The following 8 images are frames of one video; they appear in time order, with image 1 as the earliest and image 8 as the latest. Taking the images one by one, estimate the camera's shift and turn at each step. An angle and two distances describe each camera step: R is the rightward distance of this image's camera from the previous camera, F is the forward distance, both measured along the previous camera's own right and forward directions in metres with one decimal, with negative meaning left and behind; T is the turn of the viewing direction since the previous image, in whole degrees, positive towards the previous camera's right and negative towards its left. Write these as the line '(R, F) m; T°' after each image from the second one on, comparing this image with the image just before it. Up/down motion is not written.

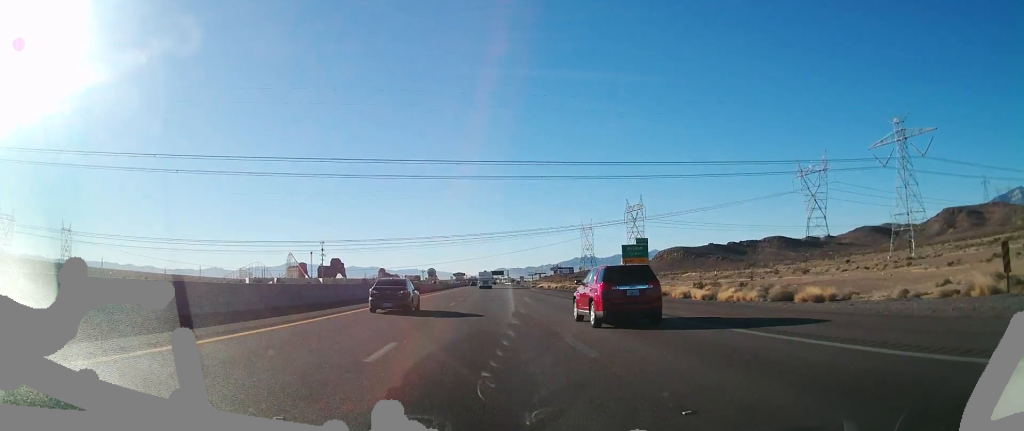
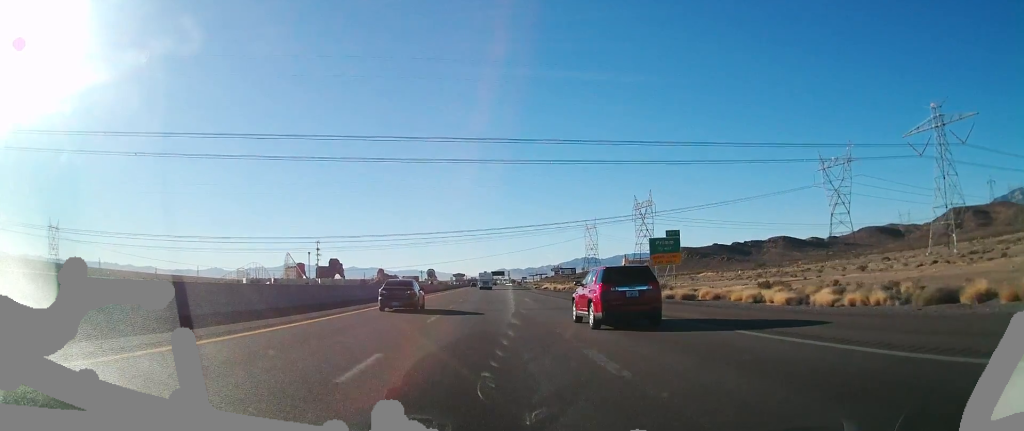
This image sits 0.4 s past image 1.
(+0.1, +14.4) m; 0°
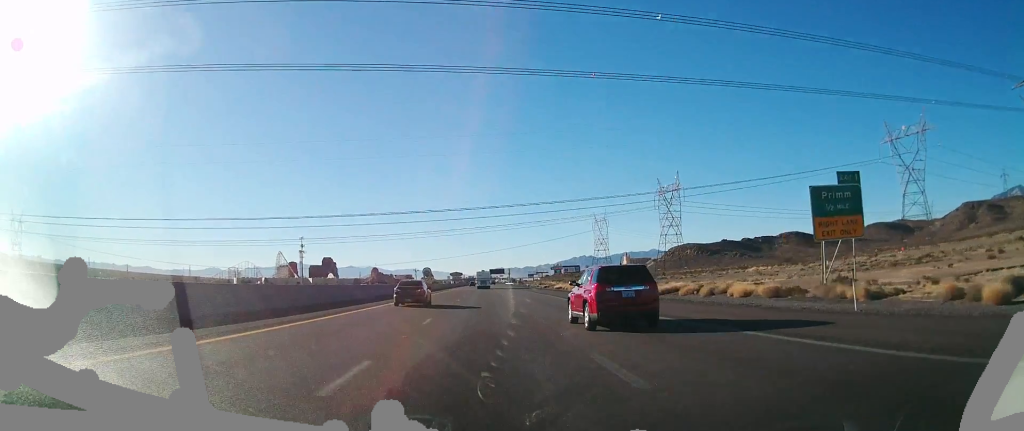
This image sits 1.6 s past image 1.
(+0.2, +37.6) m; 0°
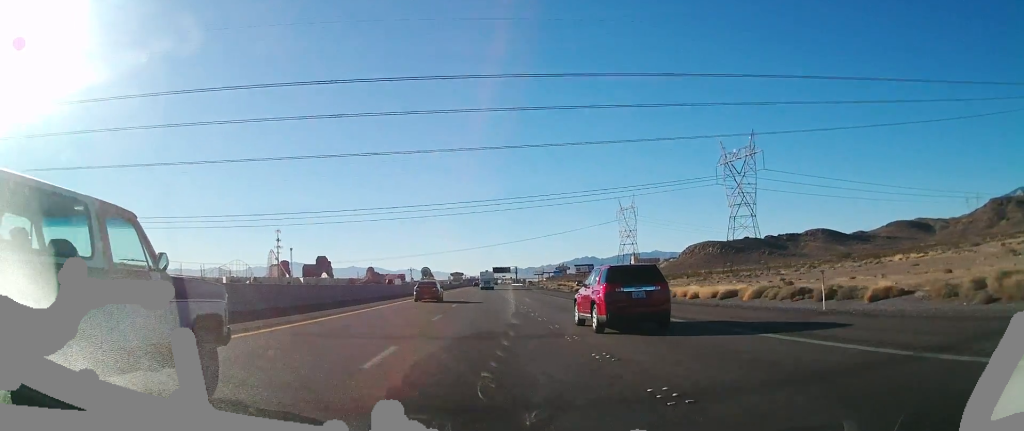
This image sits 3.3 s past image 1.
(-0.5, +58.7) m; -1°
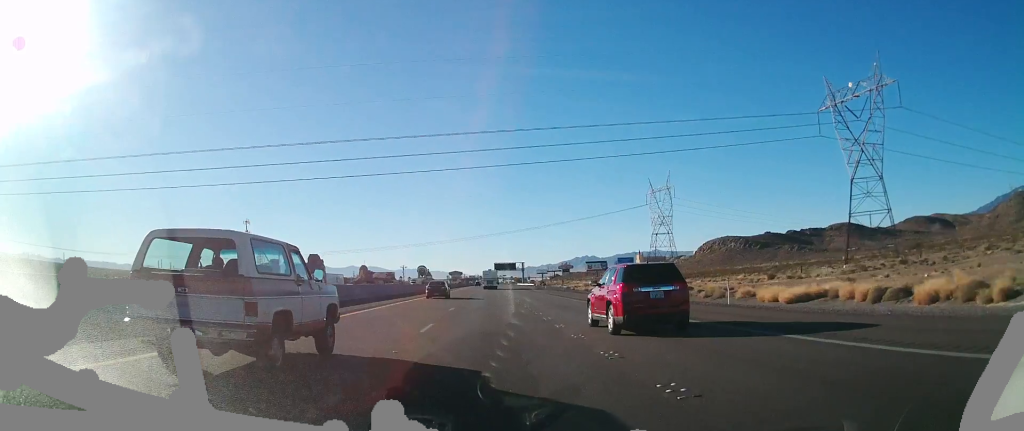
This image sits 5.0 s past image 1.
(-0.7, +54.3) m; -1°
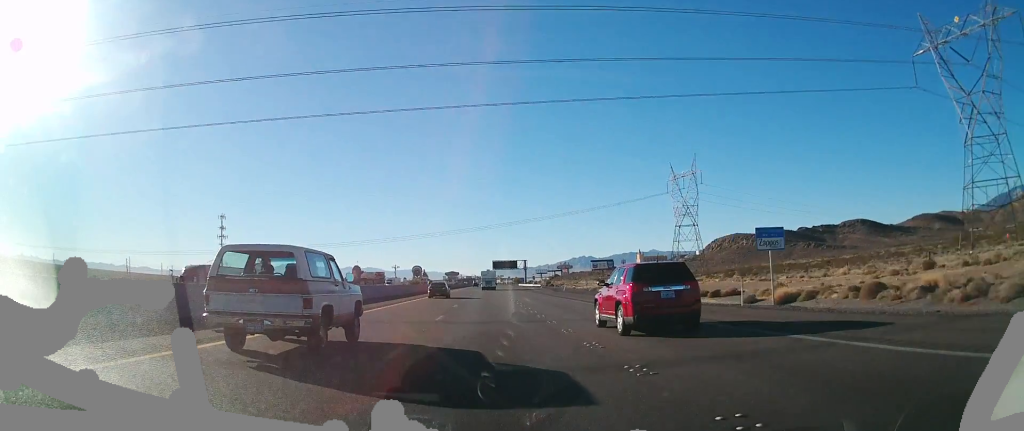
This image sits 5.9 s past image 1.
(+0.3, +31.0) m; +1°
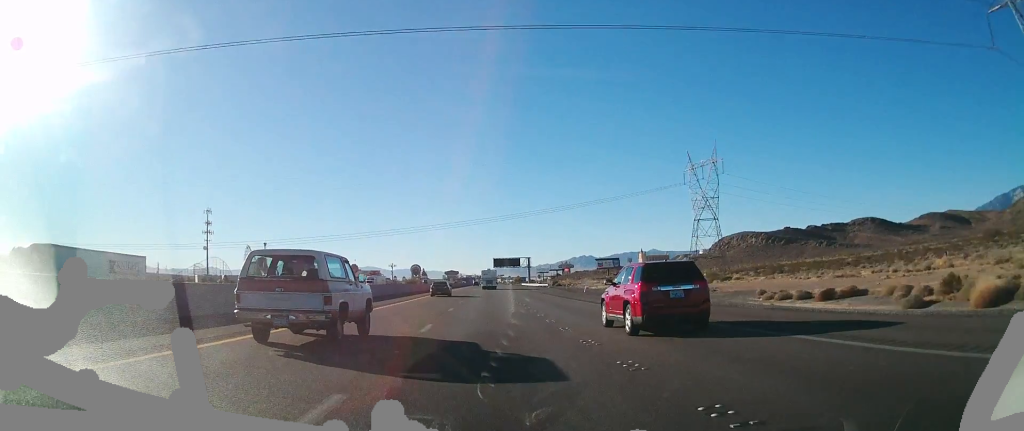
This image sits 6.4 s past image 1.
(+0.1, +17.8) m; 0°
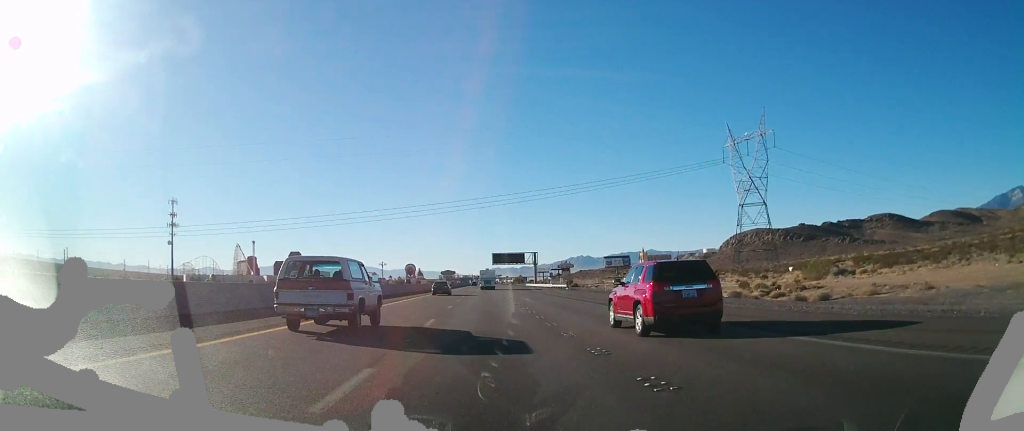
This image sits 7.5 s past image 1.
(+0.1, +34.6) m; +1°
